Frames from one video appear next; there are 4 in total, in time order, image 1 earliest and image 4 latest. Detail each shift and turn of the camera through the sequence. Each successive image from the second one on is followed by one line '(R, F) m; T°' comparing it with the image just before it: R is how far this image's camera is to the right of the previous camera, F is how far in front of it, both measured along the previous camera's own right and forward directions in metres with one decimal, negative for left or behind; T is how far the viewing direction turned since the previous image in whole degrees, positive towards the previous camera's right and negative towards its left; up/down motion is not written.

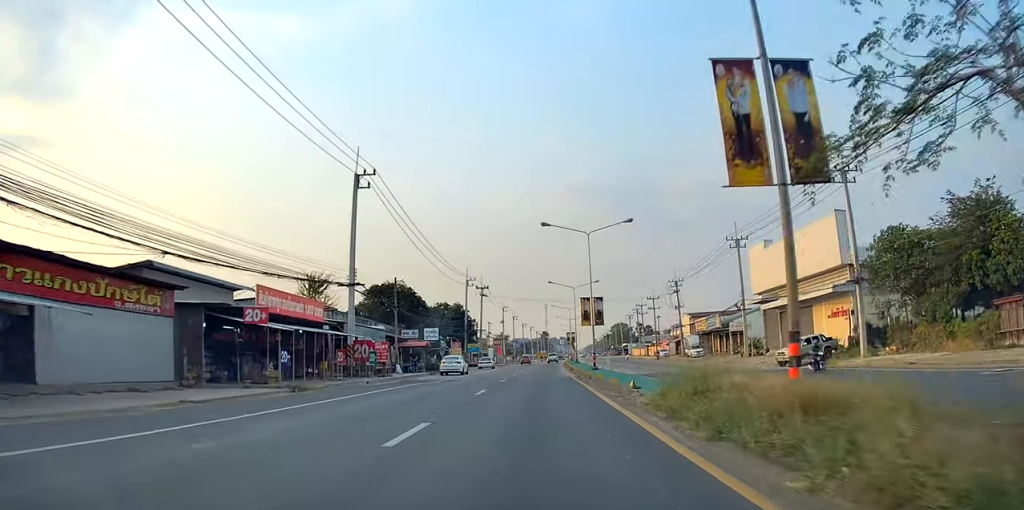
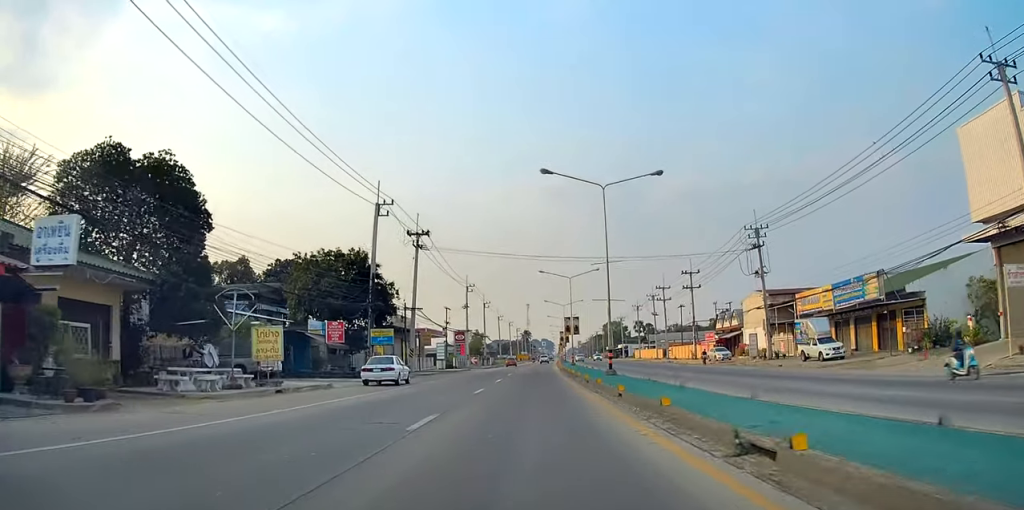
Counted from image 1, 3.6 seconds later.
(+0.1, +45.4) m; -2°
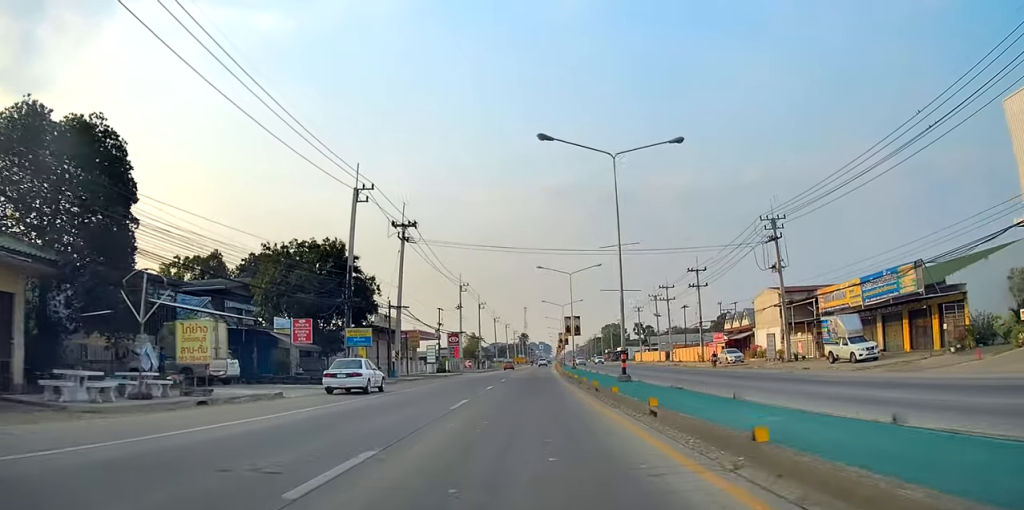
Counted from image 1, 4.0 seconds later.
(0.0, +5.4) m; +2°
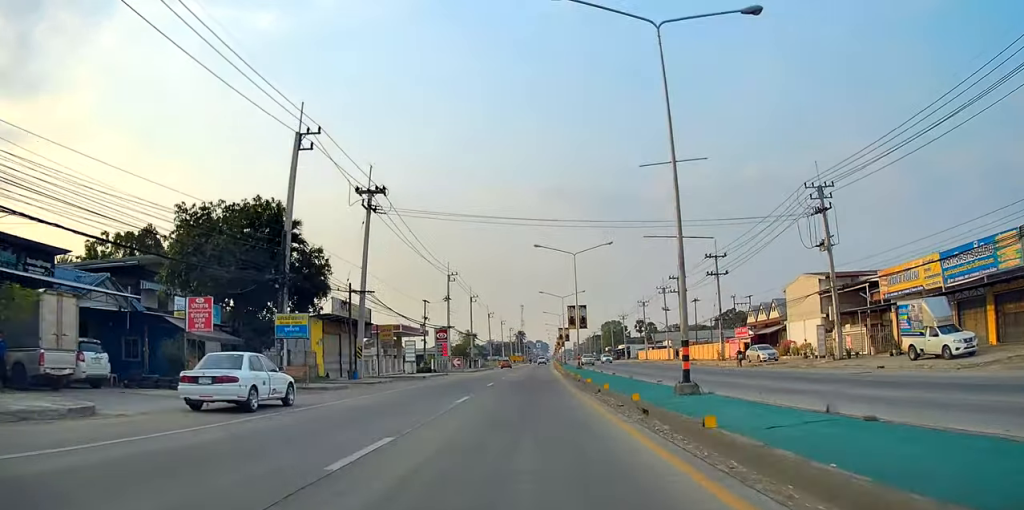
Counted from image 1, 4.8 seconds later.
(+0.1, +10.2) m; +2°
